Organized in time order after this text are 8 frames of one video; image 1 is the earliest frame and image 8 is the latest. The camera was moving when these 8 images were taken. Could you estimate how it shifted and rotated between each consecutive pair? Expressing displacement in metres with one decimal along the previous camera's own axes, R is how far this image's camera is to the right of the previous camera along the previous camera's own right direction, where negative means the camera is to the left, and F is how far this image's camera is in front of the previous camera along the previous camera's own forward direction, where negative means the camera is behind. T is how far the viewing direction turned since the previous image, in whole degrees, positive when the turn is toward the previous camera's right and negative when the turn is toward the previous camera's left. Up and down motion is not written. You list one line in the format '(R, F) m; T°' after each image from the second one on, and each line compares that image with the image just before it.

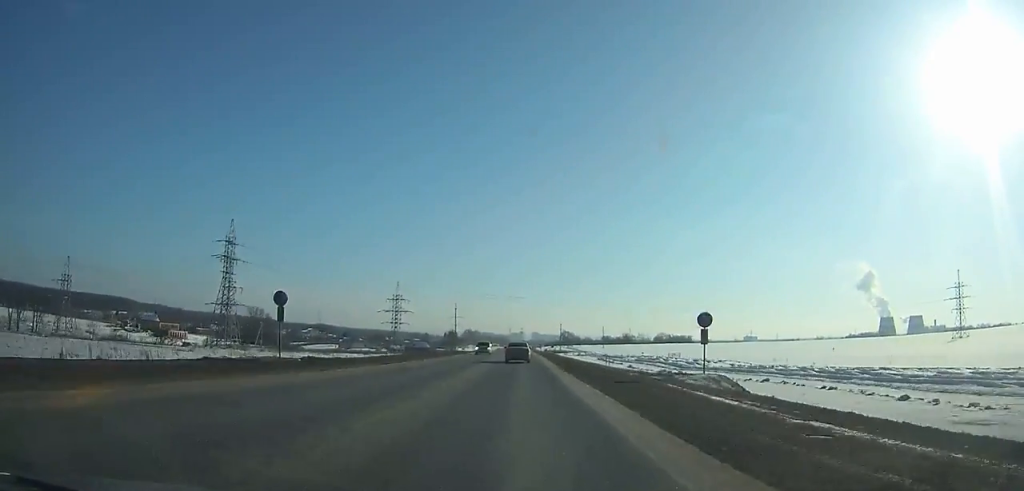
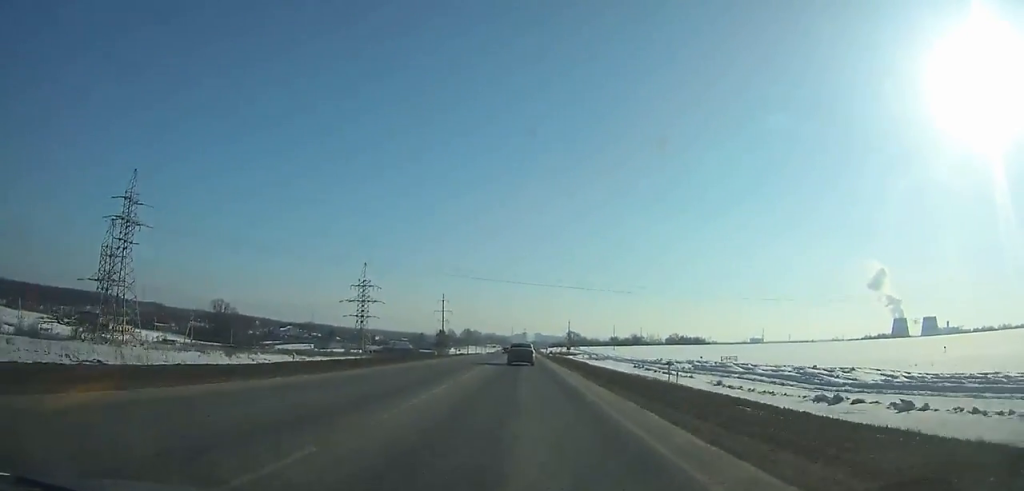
(-0.1, +45.0) m; 0°
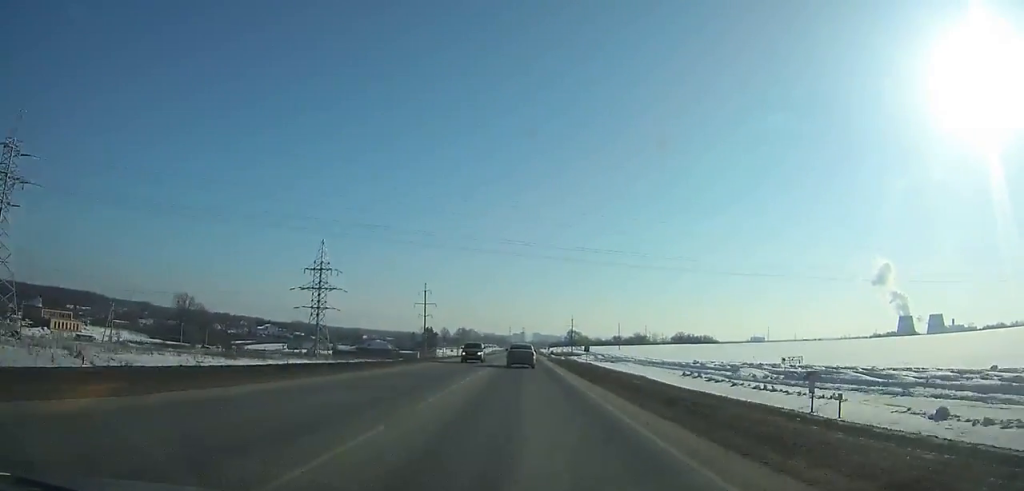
(-0.1, +32.9) m; 0°
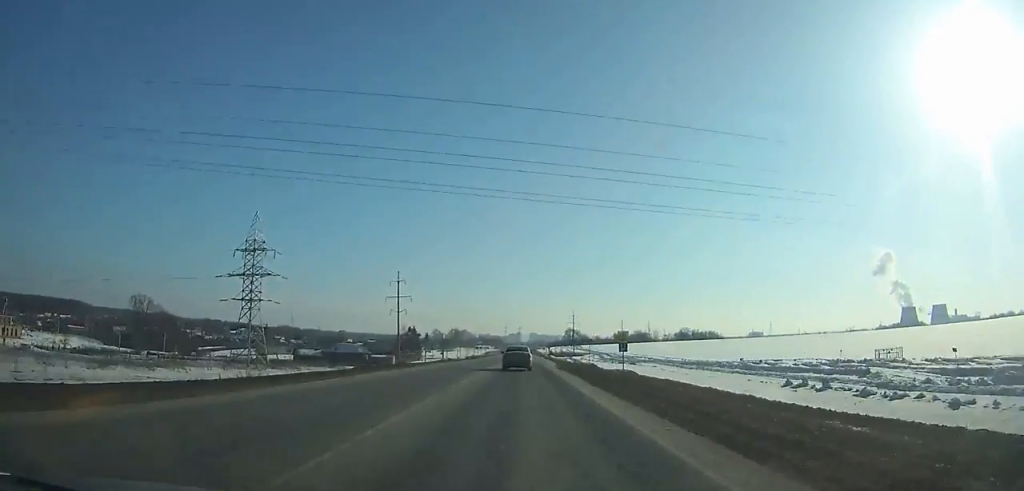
(+0.2, +29.7) m; 0°
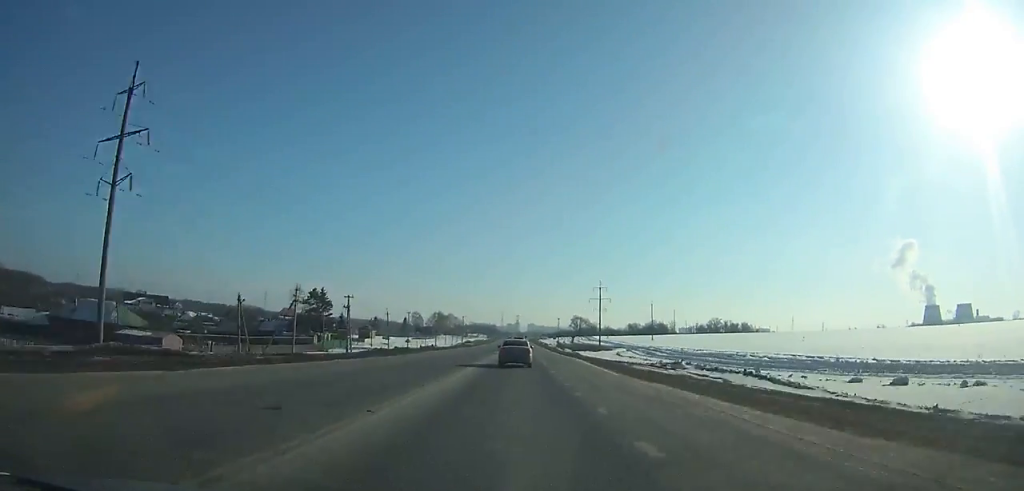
(+0.5, +98.0) m; 0°
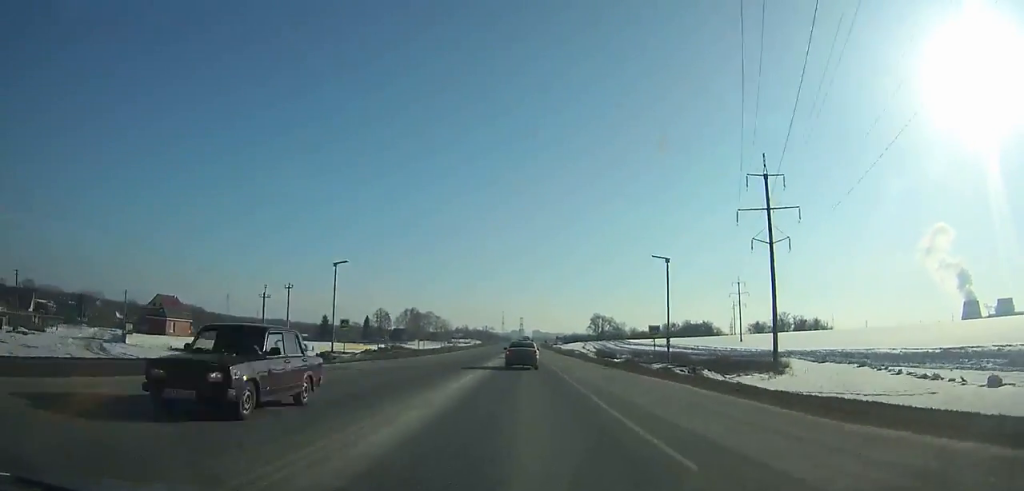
(-0.3, +123.4) m; 0°
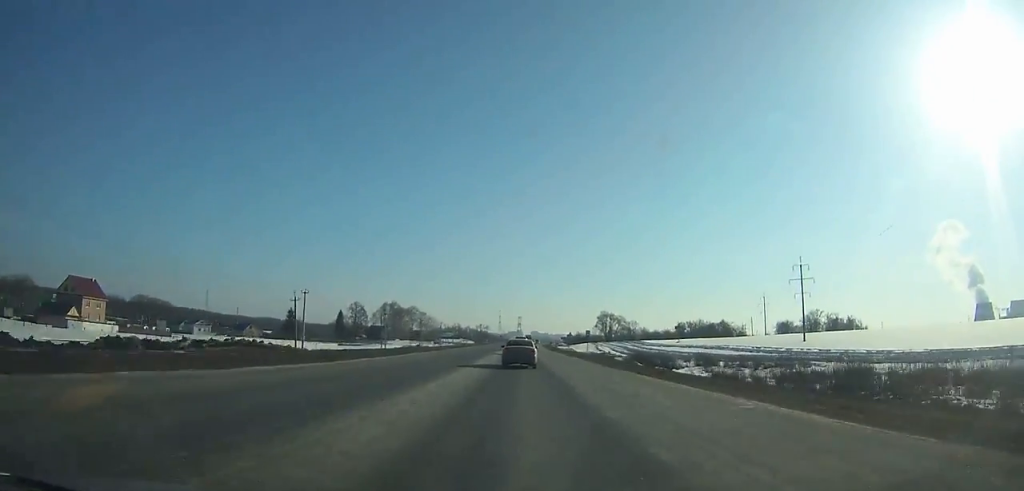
(0.0, +45.5) m; 0°
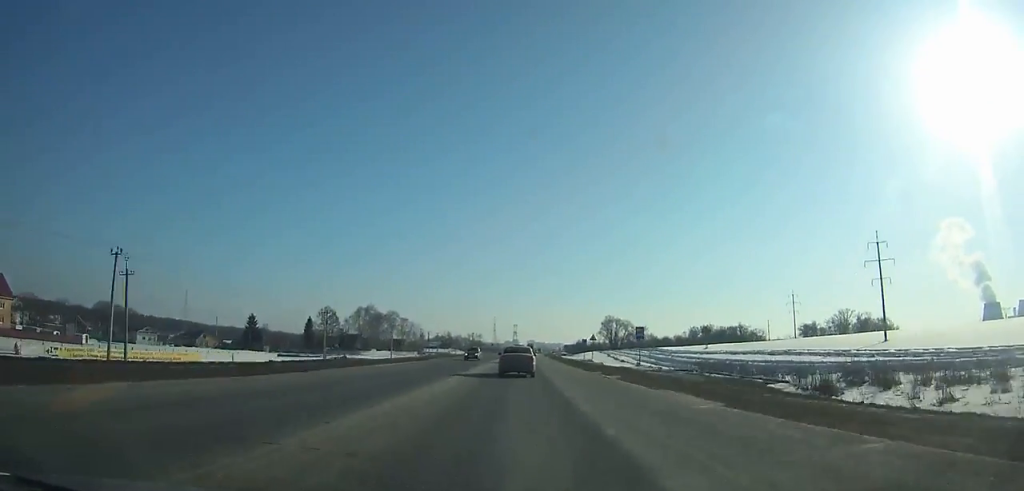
(0.0, +36.9) m; 0°
